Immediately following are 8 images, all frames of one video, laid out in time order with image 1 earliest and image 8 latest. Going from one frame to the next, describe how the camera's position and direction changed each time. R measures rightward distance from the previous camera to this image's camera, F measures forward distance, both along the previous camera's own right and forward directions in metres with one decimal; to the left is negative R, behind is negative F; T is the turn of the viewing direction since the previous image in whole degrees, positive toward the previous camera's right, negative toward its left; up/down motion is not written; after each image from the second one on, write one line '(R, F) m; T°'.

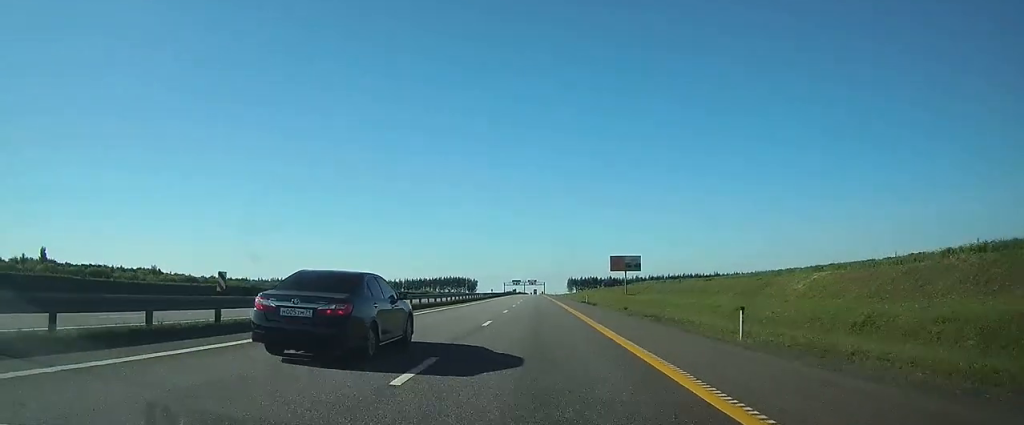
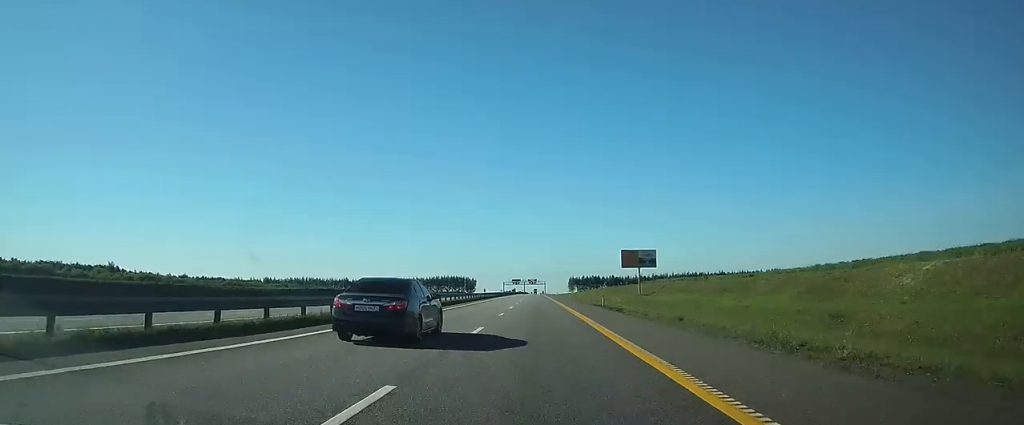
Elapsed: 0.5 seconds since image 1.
(0.0, +14.9) m; 0°
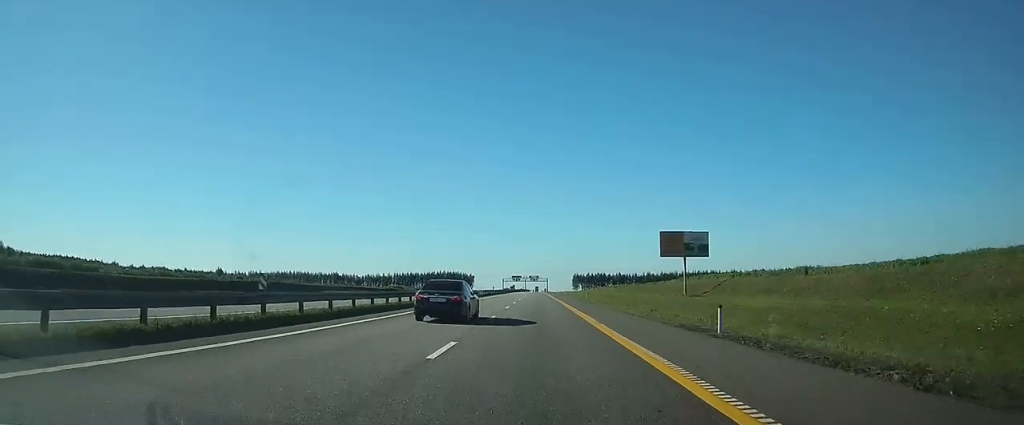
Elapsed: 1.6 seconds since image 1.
(0.0, +30.0) m; 0°
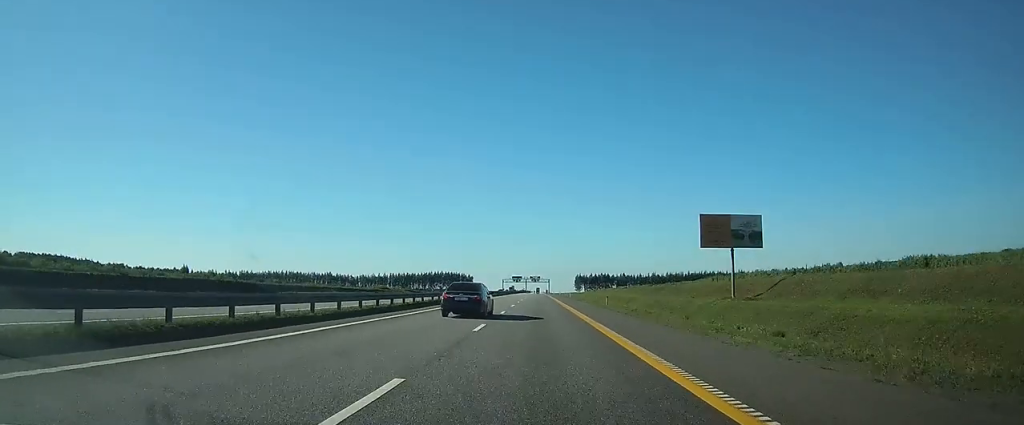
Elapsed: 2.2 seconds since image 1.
(0.0, +16.9) m; 0°
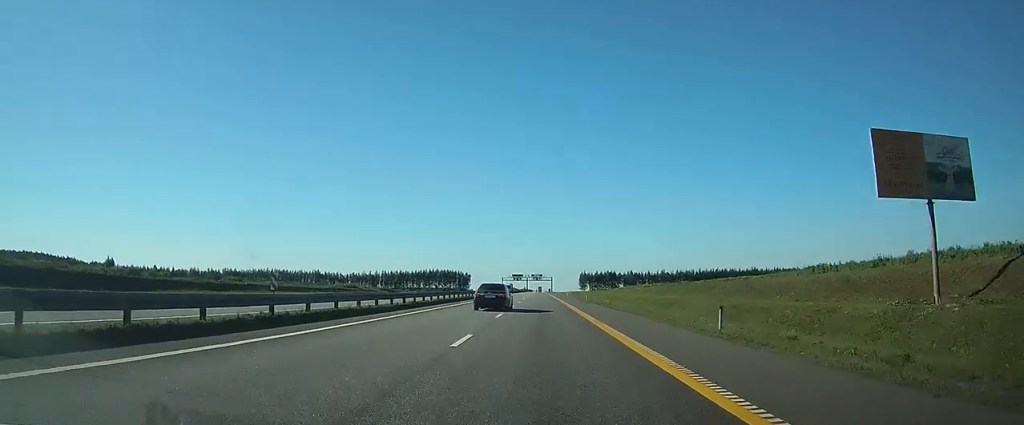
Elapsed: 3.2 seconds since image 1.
(0.0, +28.3) m; 0°
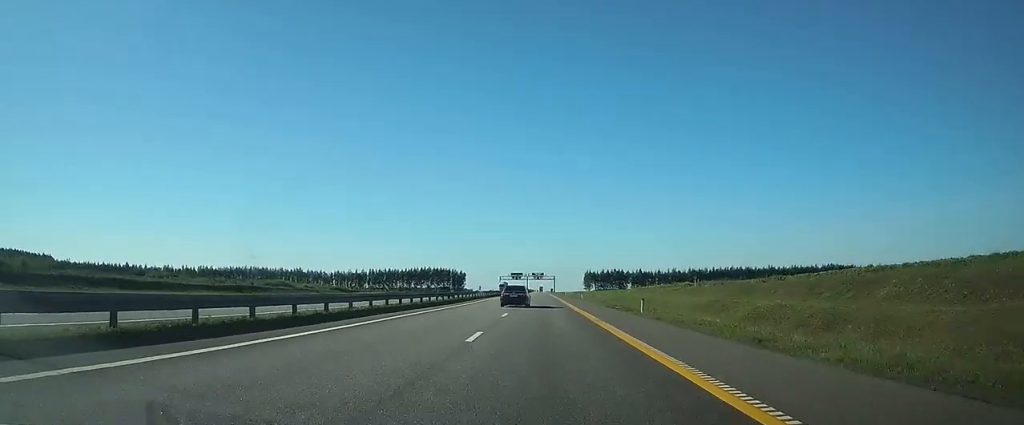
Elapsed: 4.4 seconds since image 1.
(0.0, +34.2) m; 0°
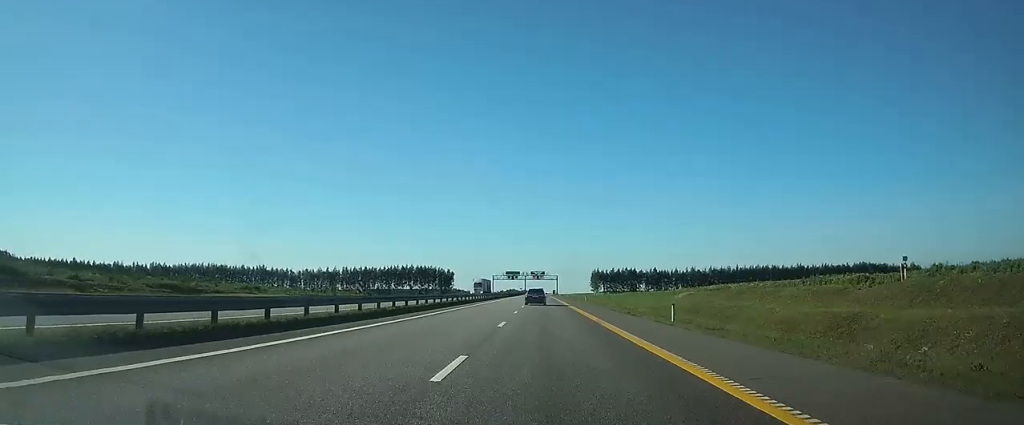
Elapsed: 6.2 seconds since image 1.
(-0.1, +52.9) m; 0°
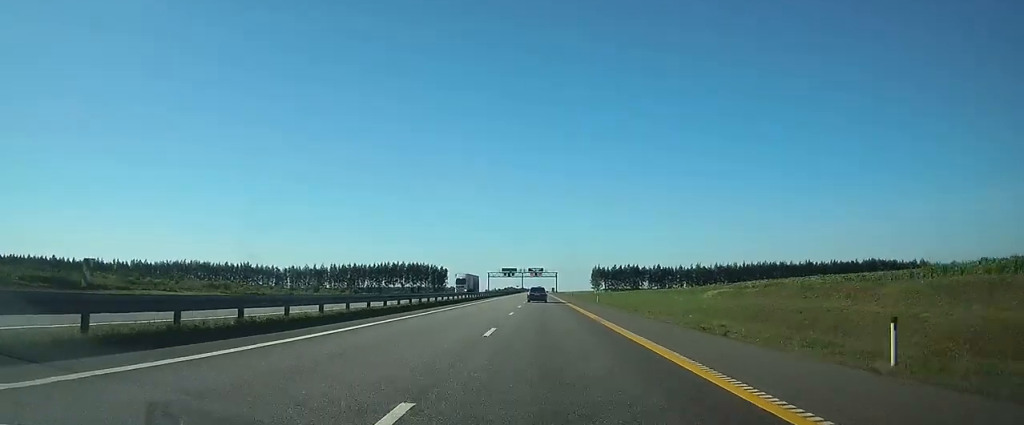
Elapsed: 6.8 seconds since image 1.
(0.0, +16.6) m; 0°
